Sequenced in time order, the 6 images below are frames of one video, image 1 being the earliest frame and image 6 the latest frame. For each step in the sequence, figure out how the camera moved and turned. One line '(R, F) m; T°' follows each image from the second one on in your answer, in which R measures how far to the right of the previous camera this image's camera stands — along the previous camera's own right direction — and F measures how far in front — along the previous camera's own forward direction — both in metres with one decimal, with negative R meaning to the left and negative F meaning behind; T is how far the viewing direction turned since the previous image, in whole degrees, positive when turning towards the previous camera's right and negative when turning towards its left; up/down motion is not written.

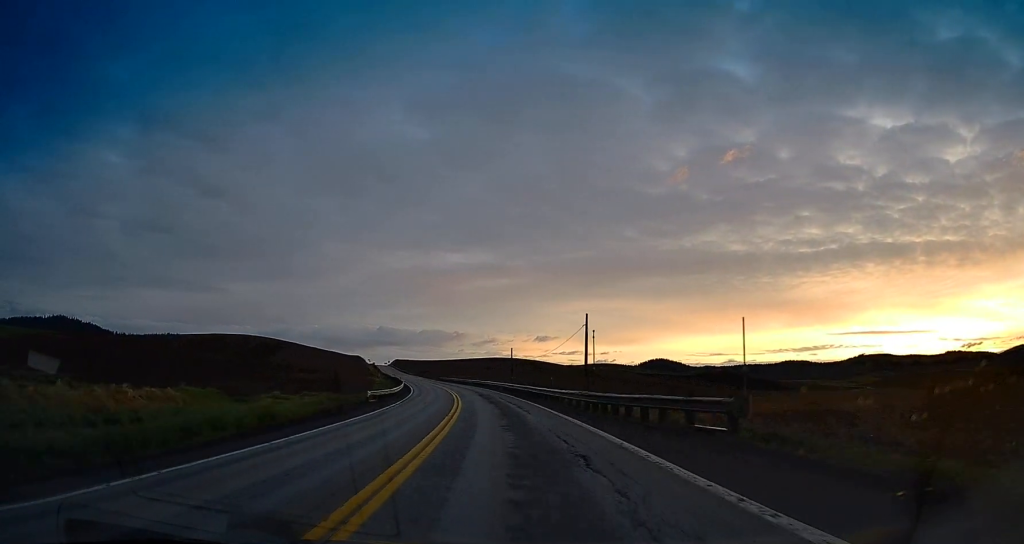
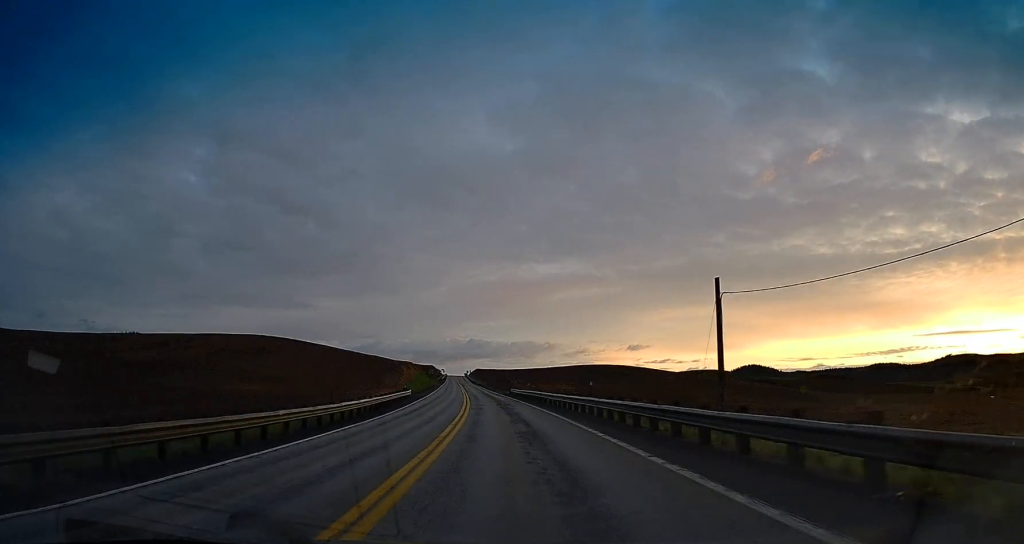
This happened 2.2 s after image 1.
(-5.5, +58.9) m; -8°
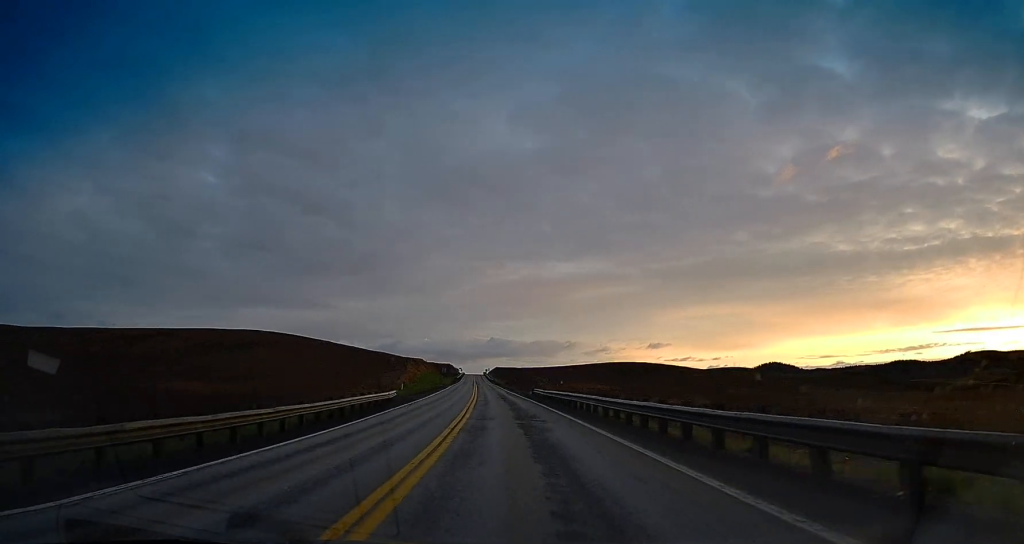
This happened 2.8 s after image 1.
(0.0, +15.7) m; -2°
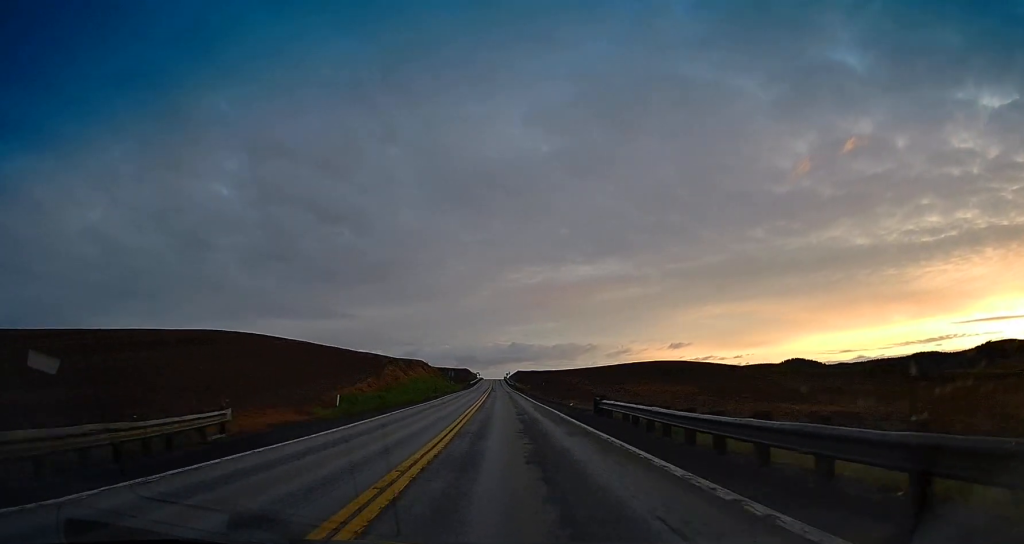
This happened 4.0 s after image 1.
(-1.1, +30.6) m; -4°
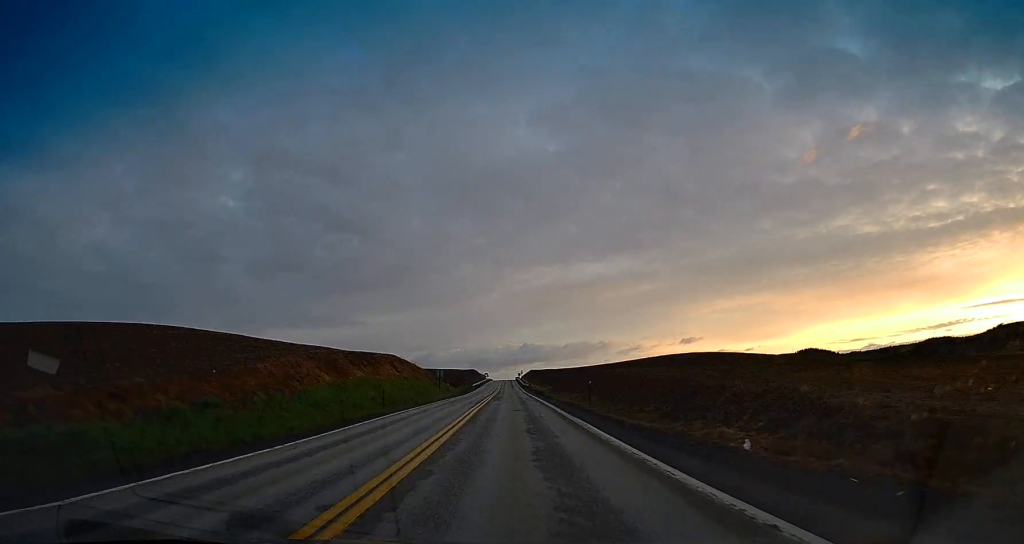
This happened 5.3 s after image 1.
(-0.8, +35.0) m; -4°
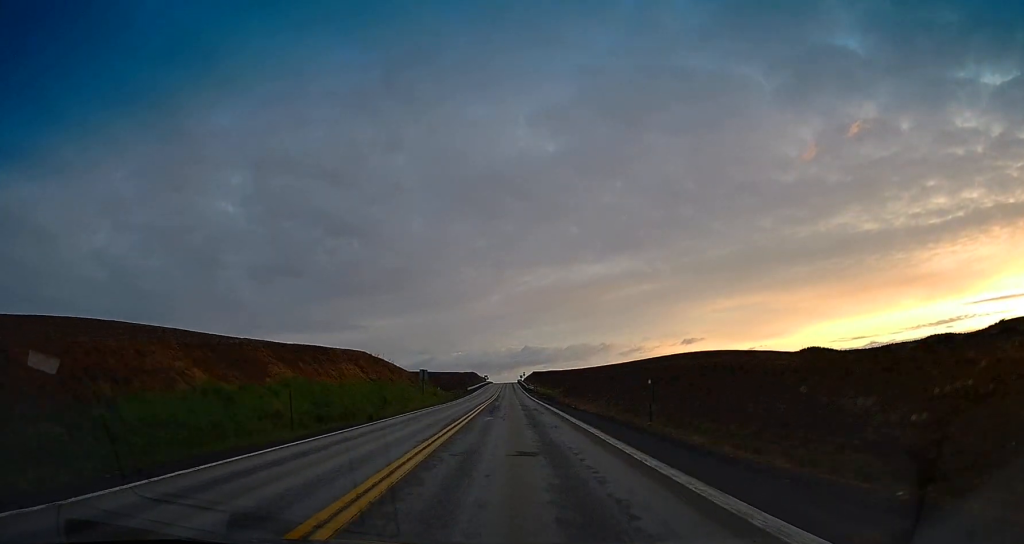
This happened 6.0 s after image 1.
(-0.5, +16.7) m; -2°
